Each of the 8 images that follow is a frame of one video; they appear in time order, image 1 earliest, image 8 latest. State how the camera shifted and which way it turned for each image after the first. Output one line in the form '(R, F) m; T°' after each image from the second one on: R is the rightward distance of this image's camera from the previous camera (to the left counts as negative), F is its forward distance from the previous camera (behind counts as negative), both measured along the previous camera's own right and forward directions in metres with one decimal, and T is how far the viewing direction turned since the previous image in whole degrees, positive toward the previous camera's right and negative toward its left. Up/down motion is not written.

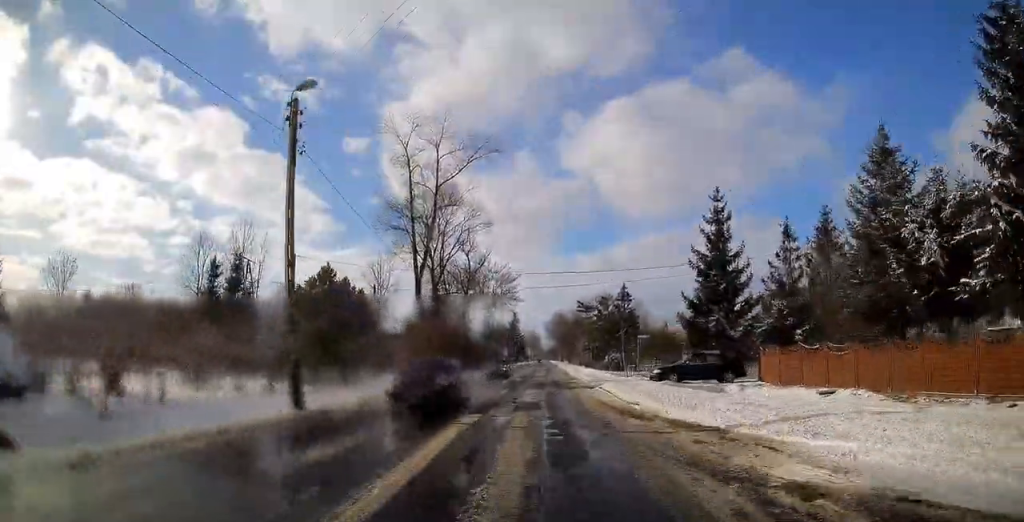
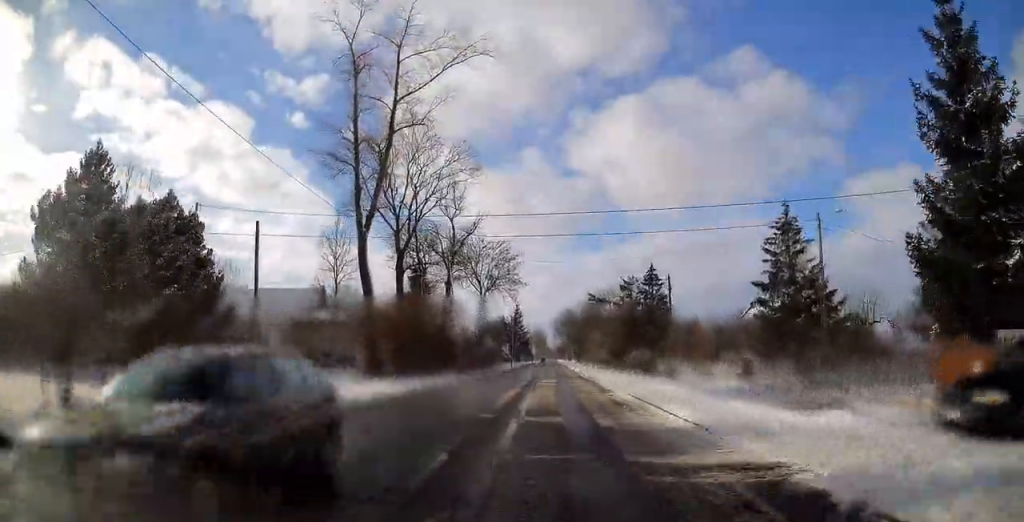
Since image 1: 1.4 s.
(0.0, +21.6) m; 0°
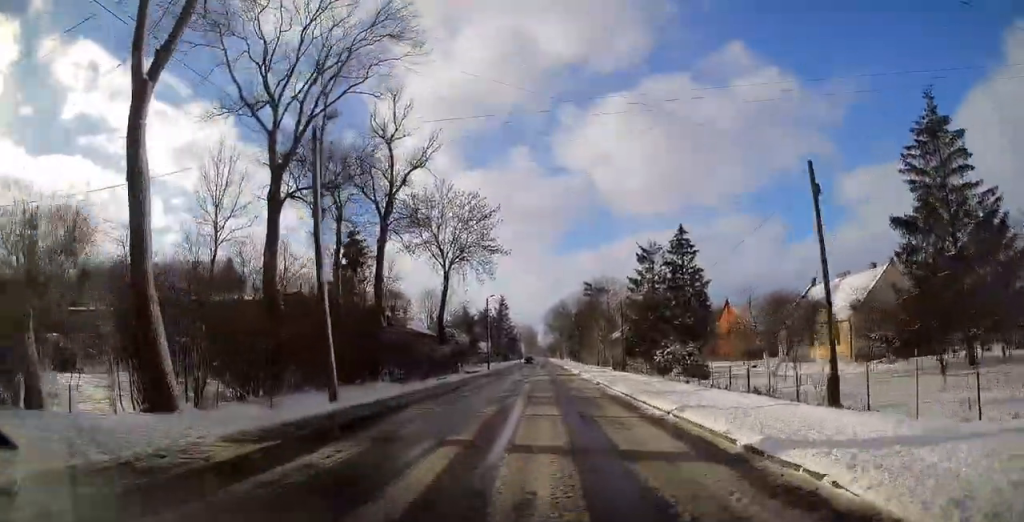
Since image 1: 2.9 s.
(+0.2, +24.2) m; +1°
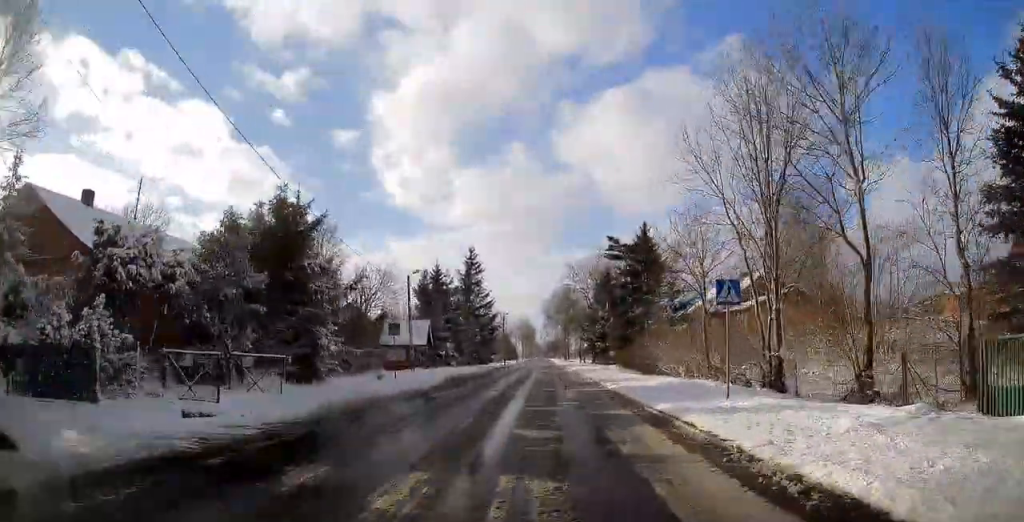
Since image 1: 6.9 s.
(+0.1, +62.5) m; 0°
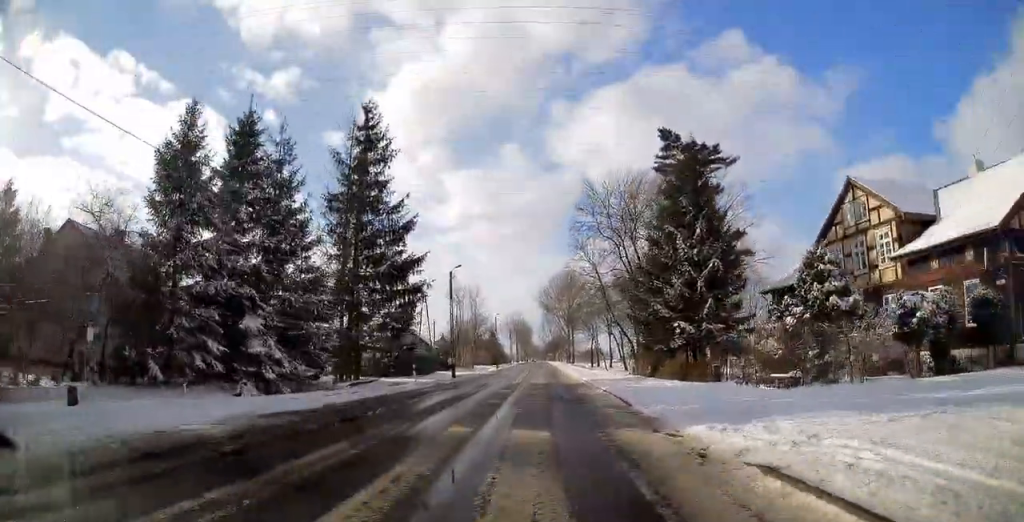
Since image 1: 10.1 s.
(0.0, +50.2) m; 0°
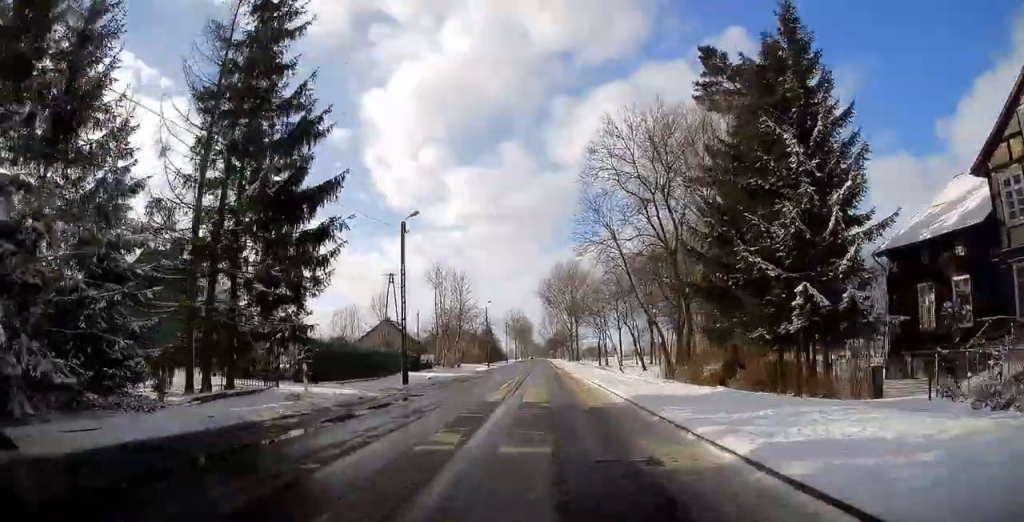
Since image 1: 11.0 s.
(0.0, +15.1) m; 0°
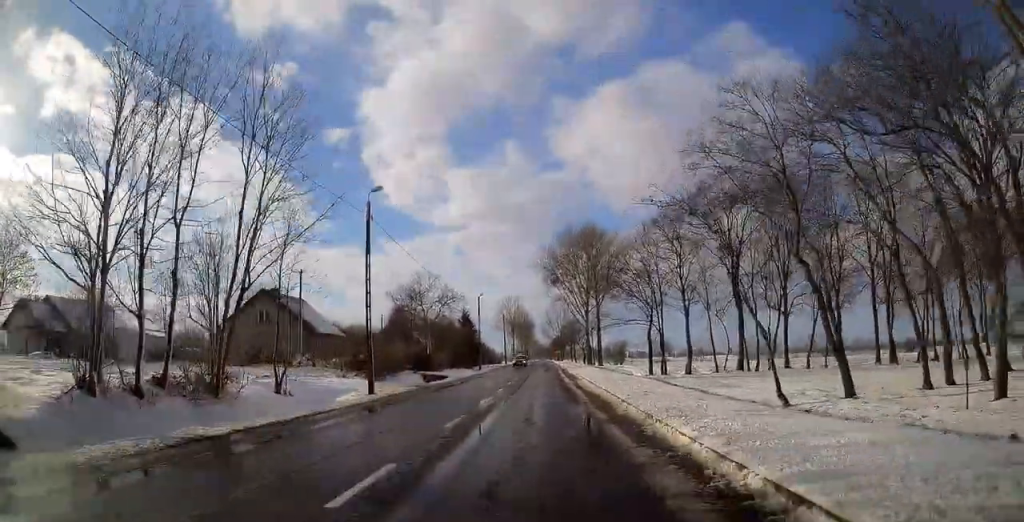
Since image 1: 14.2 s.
(0.0, +49.0) m; 0°
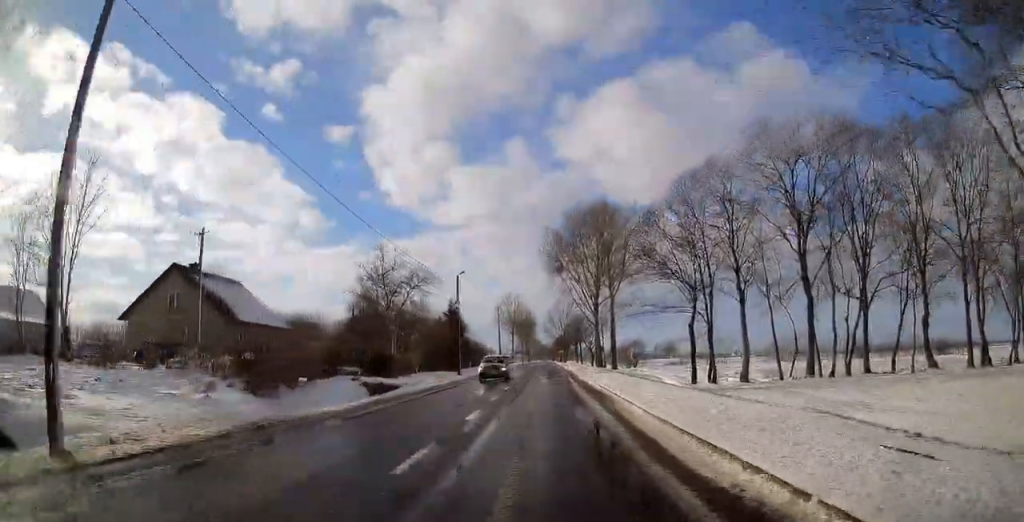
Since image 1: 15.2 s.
(0.0, +16.2) m; 0°
